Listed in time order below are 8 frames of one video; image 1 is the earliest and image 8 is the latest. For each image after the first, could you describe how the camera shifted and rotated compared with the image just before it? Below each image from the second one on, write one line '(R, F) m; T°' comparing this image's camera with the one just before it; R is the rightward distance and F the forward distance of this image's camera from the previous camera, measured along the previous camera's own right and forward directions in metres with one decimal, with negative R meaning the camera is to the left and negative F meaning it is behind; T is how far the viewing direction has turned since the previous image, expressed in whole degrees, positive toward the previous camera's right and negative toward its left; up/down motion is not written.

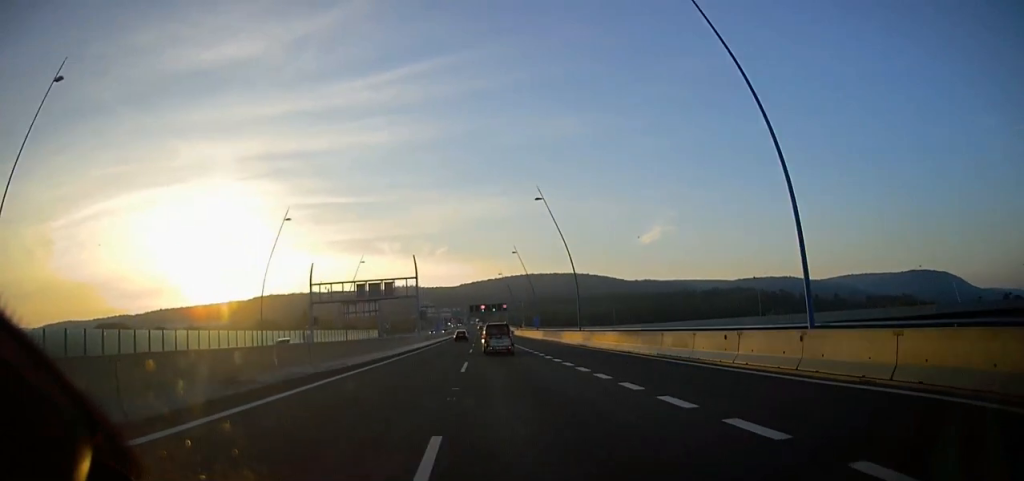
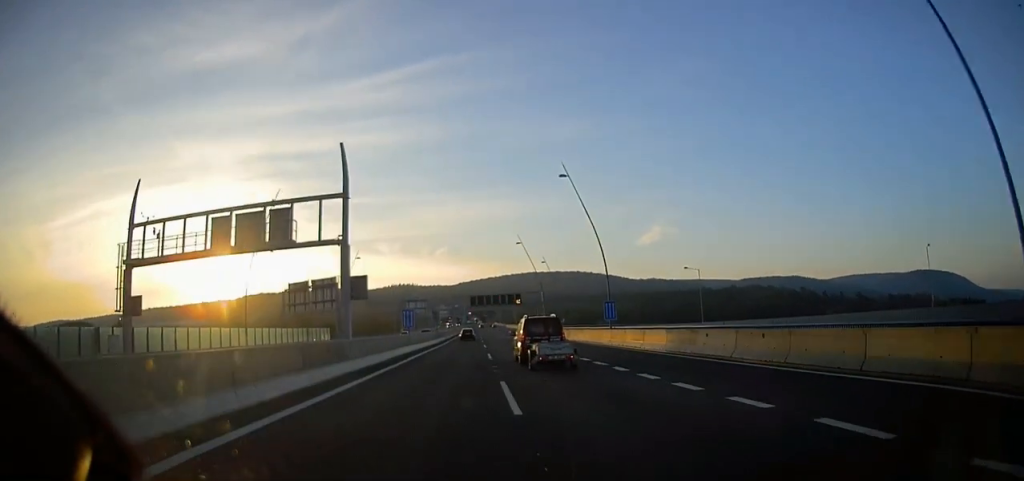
(-0.3, +45.2) m; 0°
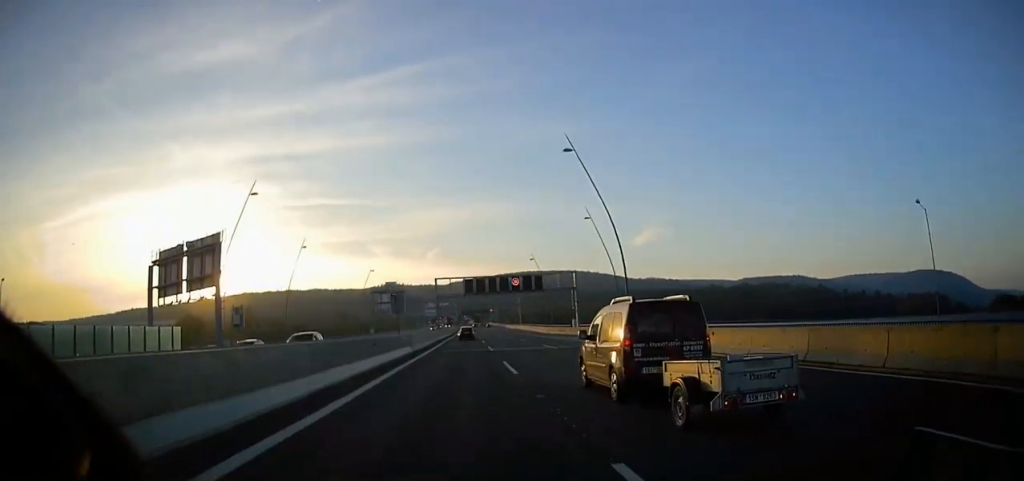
(+0.5, +44.1) m; +1°
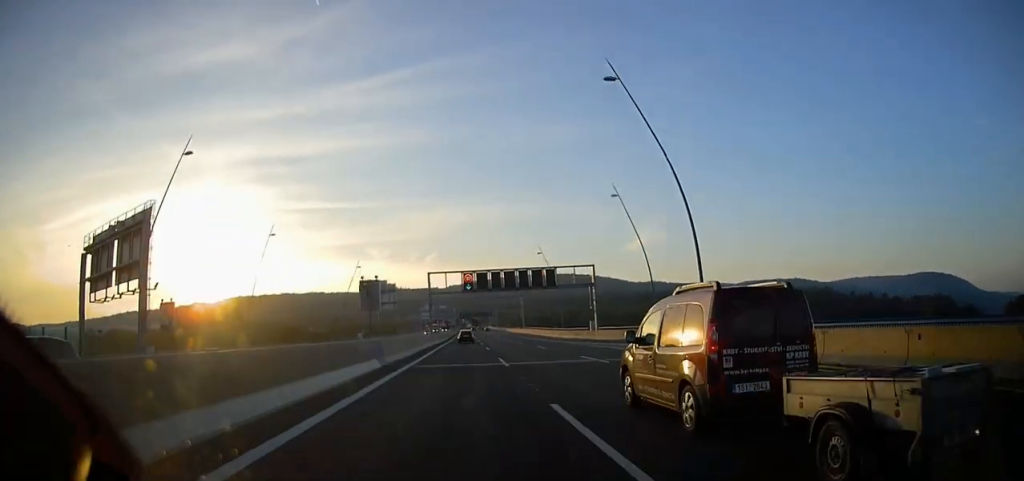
(0.0, +12.8) m; 0°
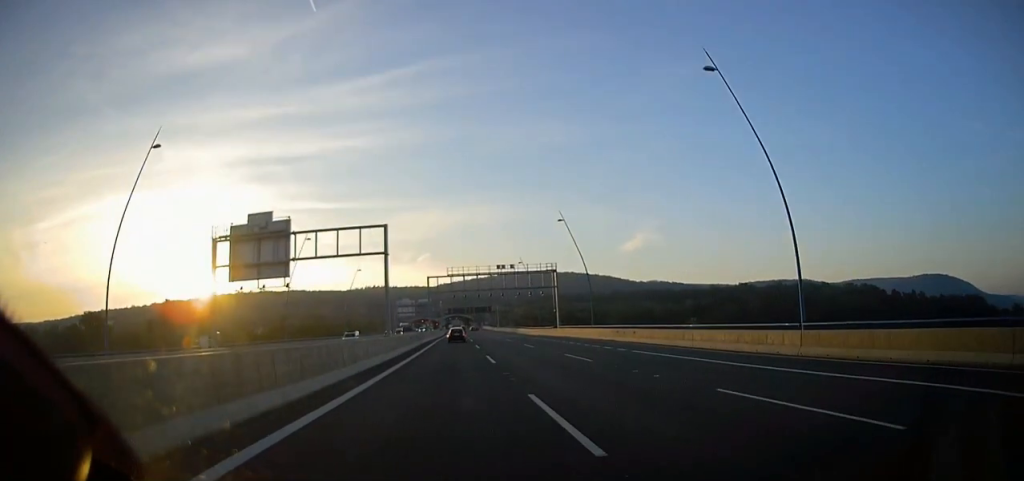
(+0.6, +67.5) m; +1°
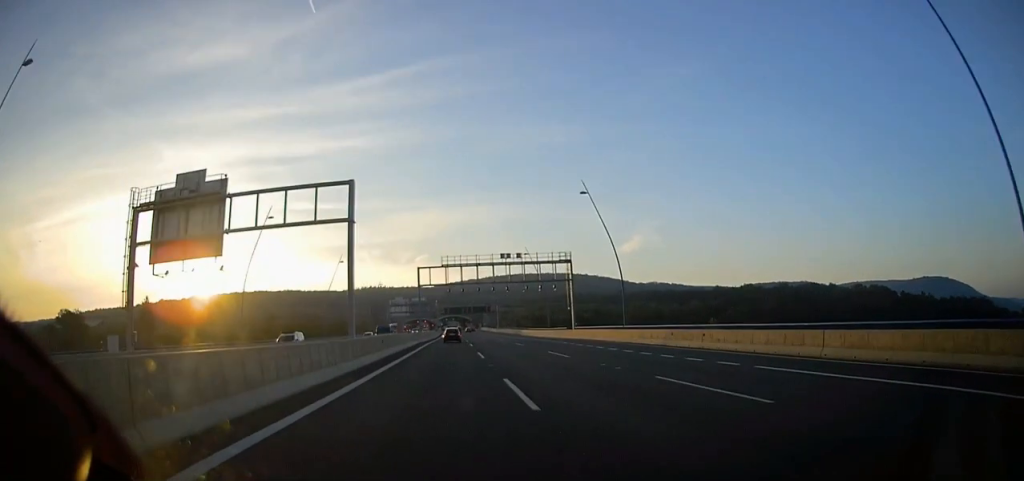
(0.0, +13.0) m; 0°
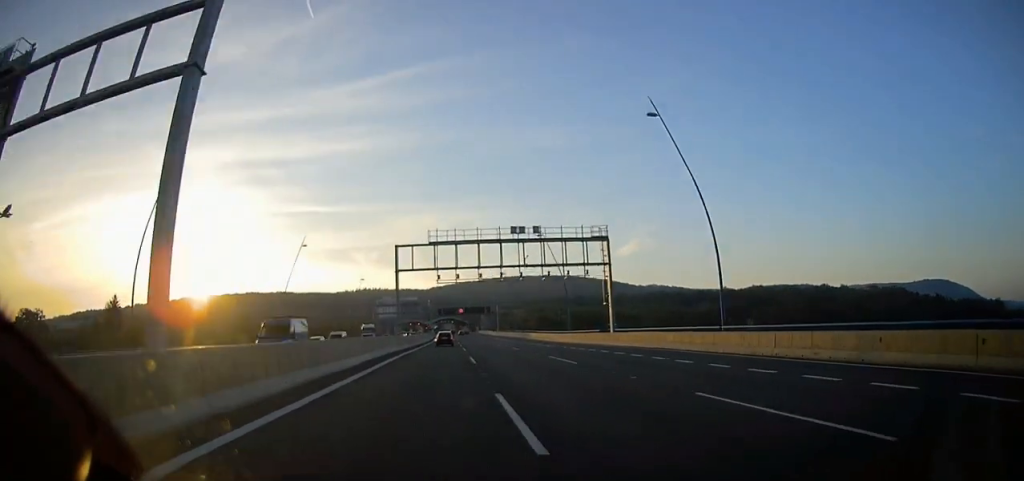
(0.0, +19.0) m; 0°
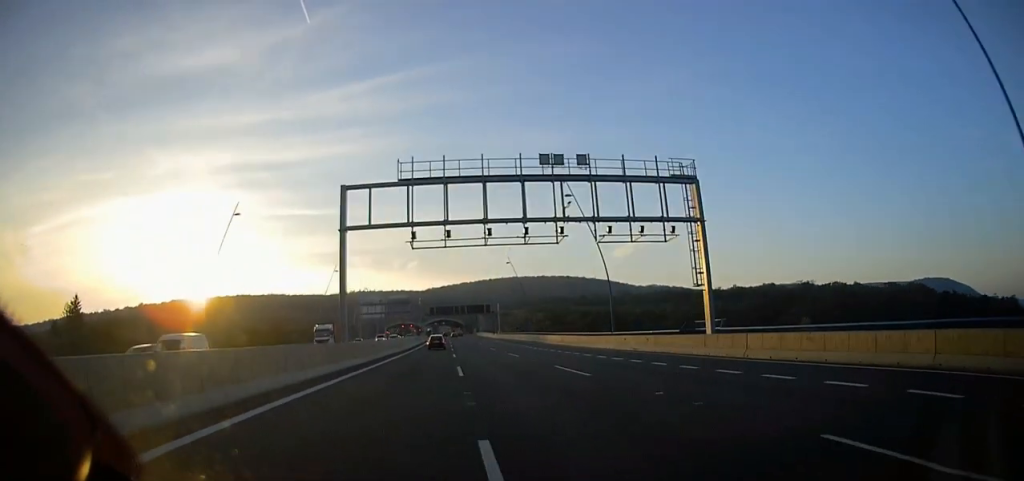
(+0.1, +18.7) m; 0°
